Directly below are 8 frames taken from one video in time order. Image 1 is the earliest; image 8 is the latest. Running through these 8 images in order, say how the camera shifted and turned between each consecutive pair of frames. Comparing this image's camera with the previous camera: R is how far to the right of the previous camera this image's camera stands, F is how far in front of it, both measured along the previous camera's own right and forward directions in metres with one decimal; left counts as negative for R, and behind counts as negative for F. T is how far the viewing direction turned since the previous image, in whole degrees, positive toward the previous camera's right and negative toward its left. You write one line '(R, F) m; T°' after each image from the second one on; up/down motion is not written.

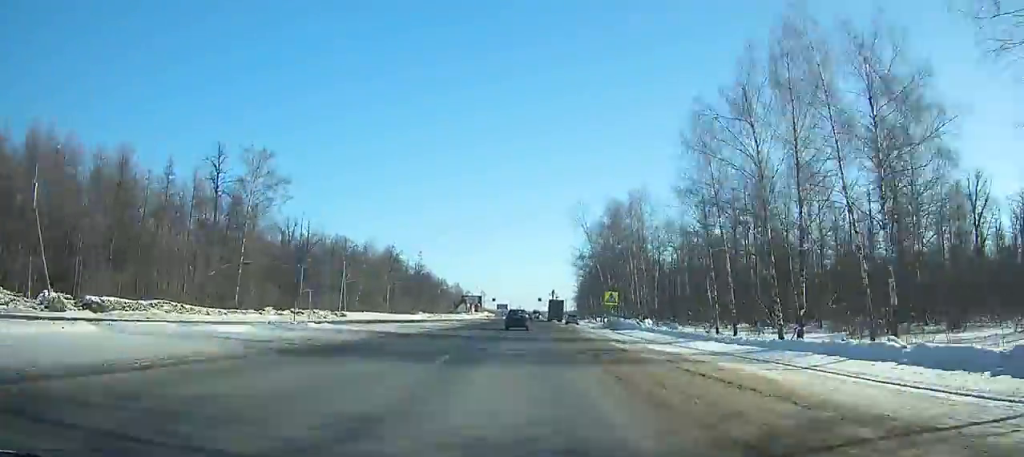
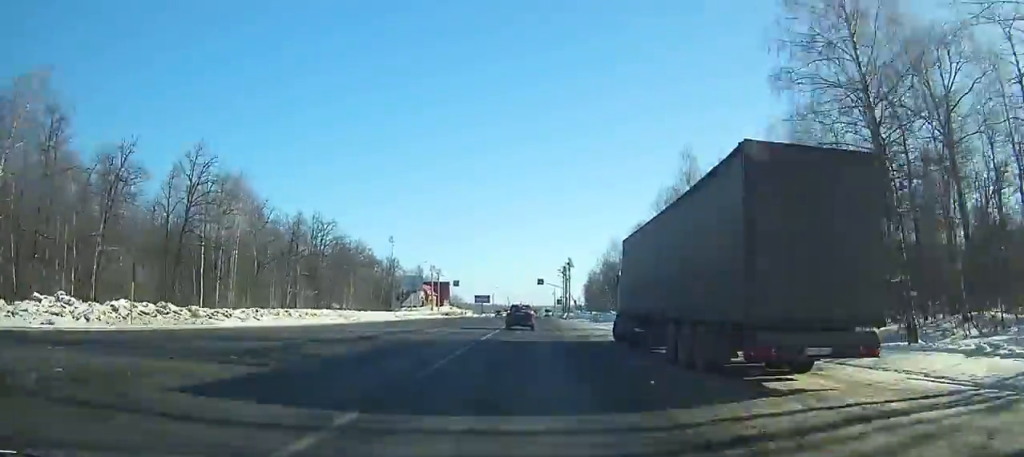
(-0.3, +86.1) m; +1°
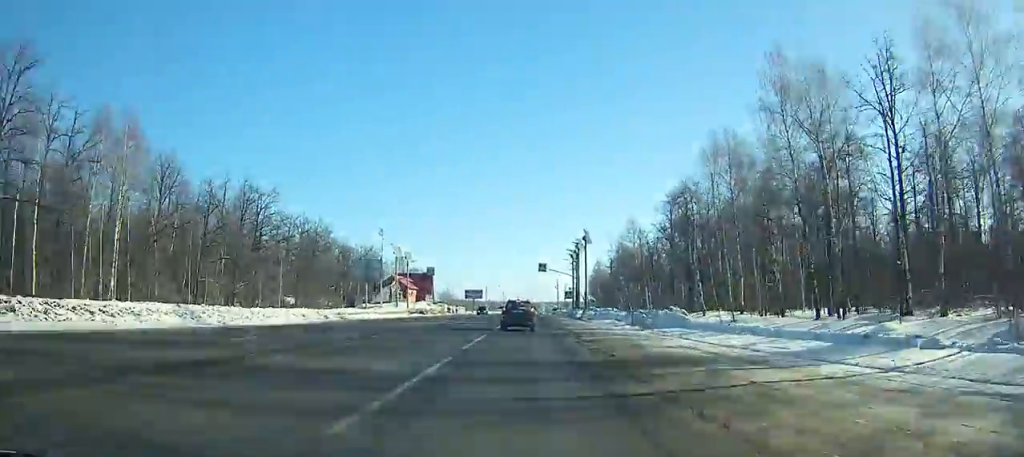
(+0.1, +27.2) m; 0°
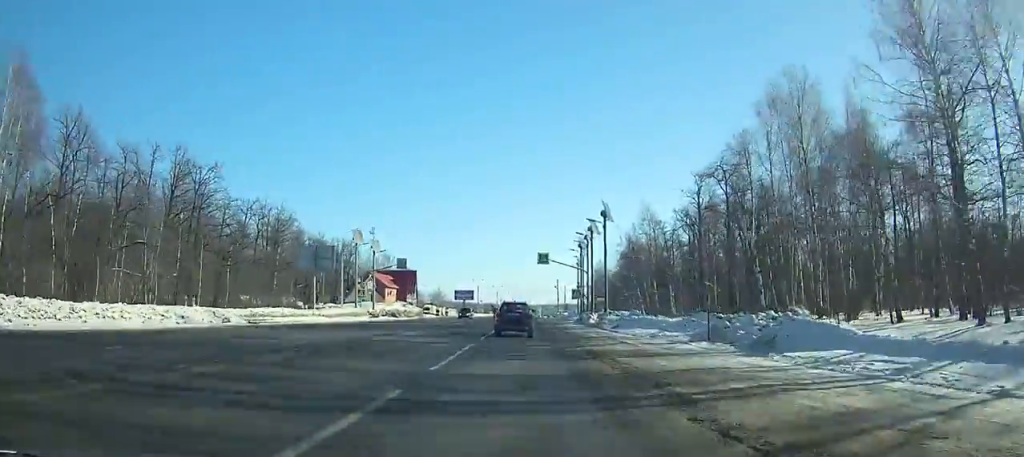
(0.0, +19.8) m; 0°
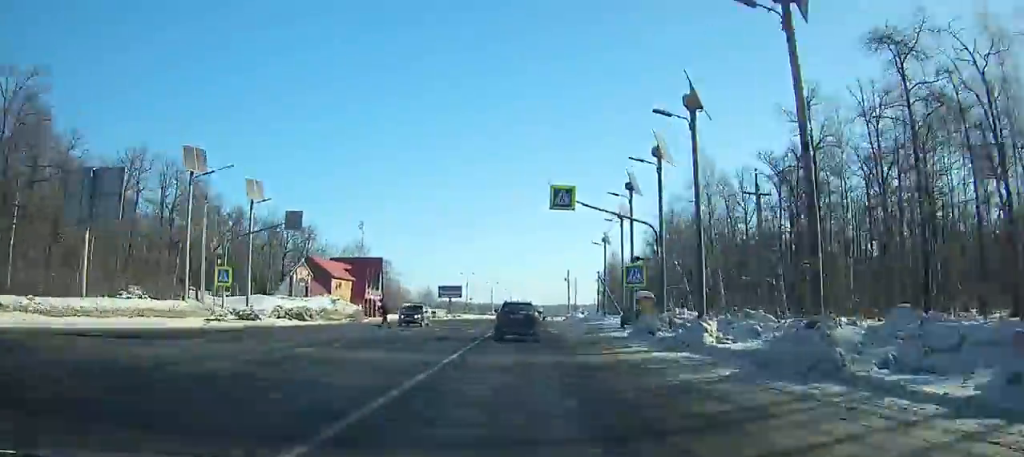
(+0.1, +38.0) m; 0°
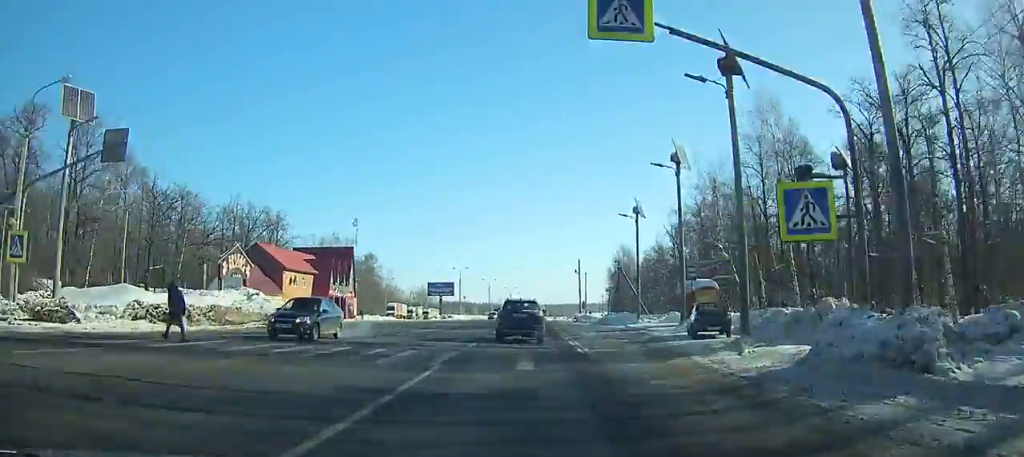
(+0.1, +20.4) m; 0°
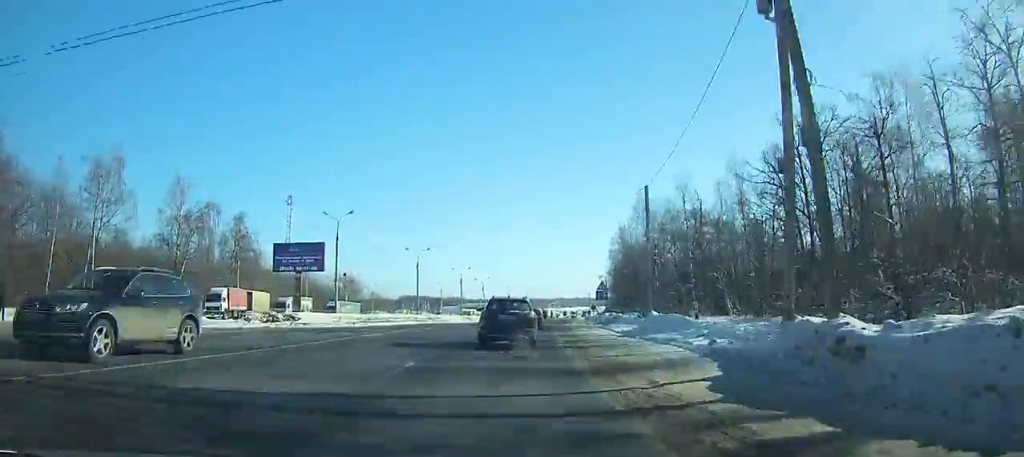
(+0.6, +69.6) m; +2°
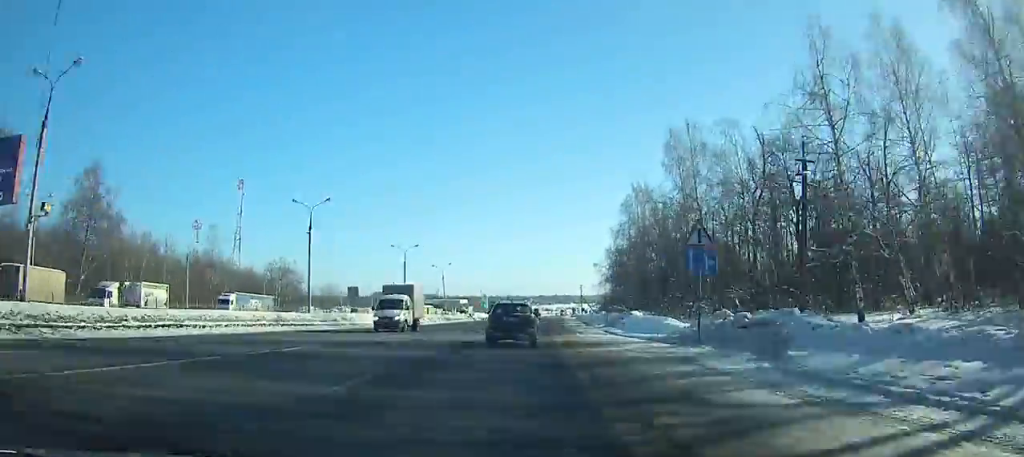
(+0.7, +38.3) m; +2°
